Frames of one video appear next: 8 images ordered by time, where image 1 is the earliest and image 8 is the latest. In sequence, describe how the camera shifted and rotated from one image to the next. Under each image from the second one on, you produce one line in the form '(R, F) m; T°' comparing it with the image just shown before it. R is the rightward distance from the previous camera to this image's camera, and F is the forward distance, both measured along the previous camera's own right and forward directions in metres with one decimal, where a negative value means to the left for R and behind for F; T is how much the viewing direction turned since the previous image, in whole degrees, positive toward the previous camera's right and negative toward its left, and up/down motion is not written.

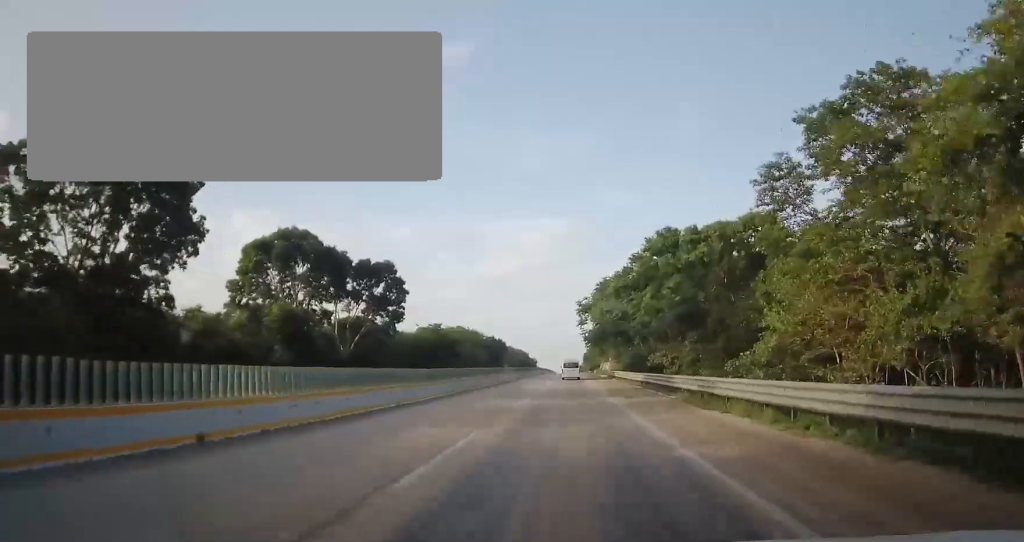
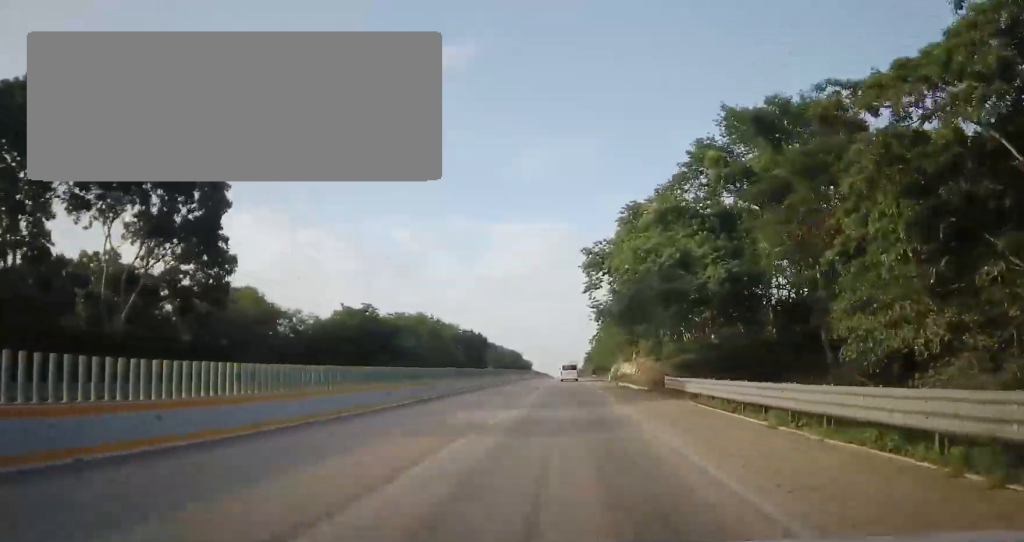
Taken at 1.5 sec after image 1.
(+0.3, +38.0) m; +1°
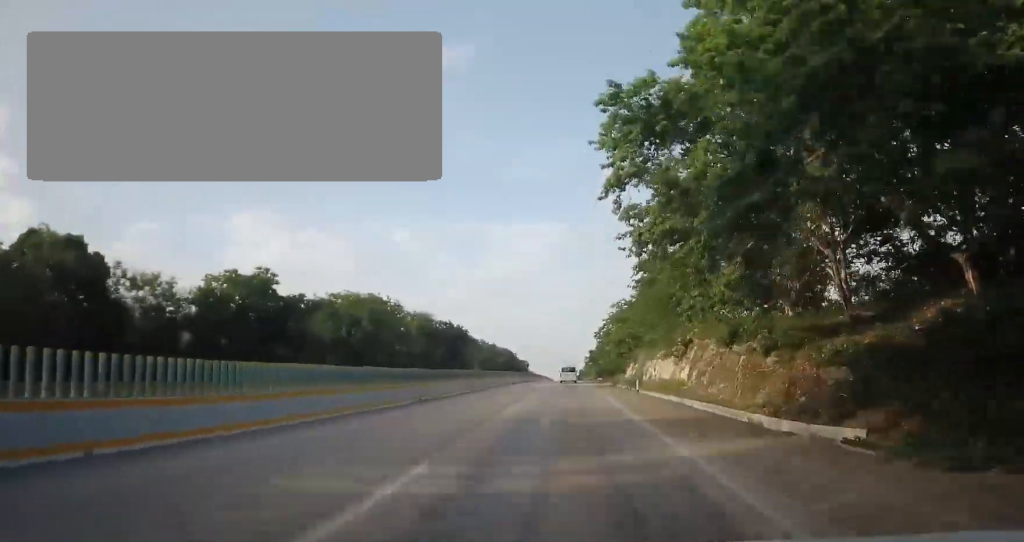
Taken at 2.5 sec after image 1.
(-0.1, +26.1) m; -1°
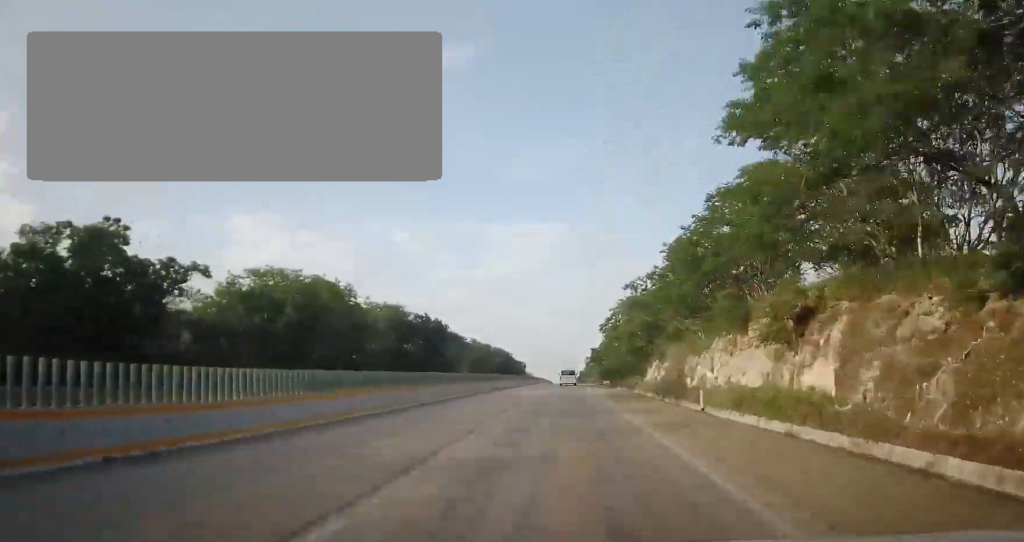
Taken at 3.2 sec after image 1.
(-0.2, +18.2) m; 0°
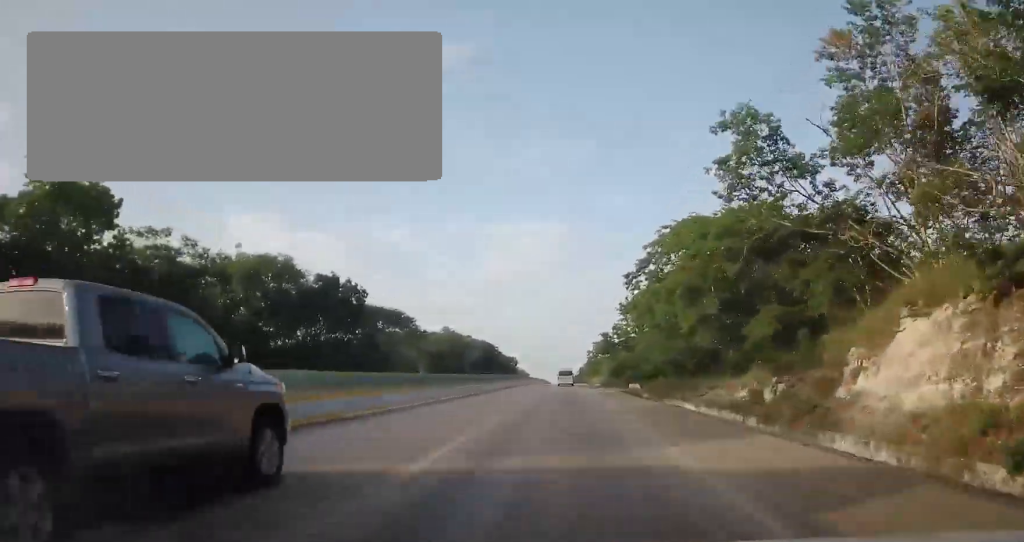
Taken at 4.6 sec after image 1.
(+0.4, +38.0) m; +1°
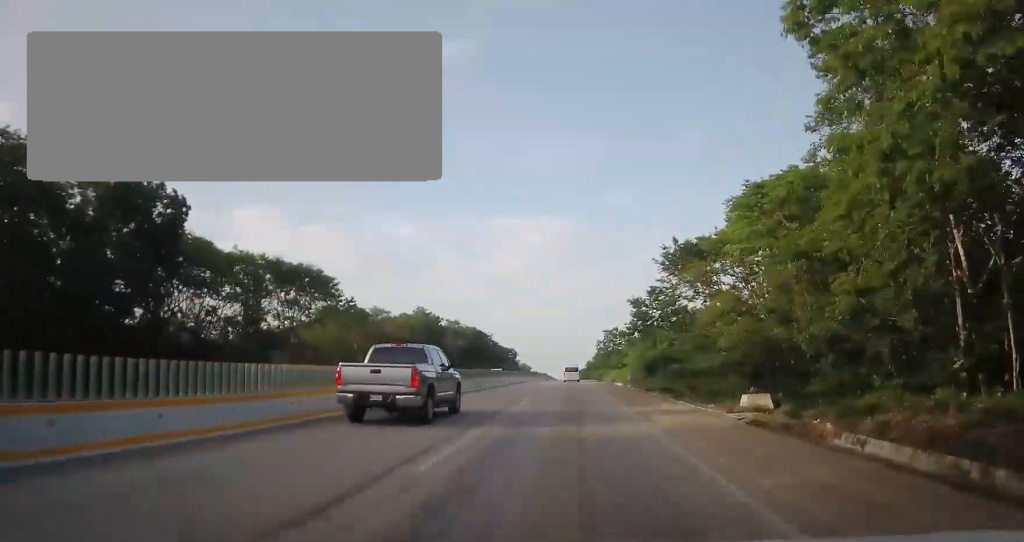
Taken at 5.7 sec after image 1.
(-0.2, +29.8) m; 0°
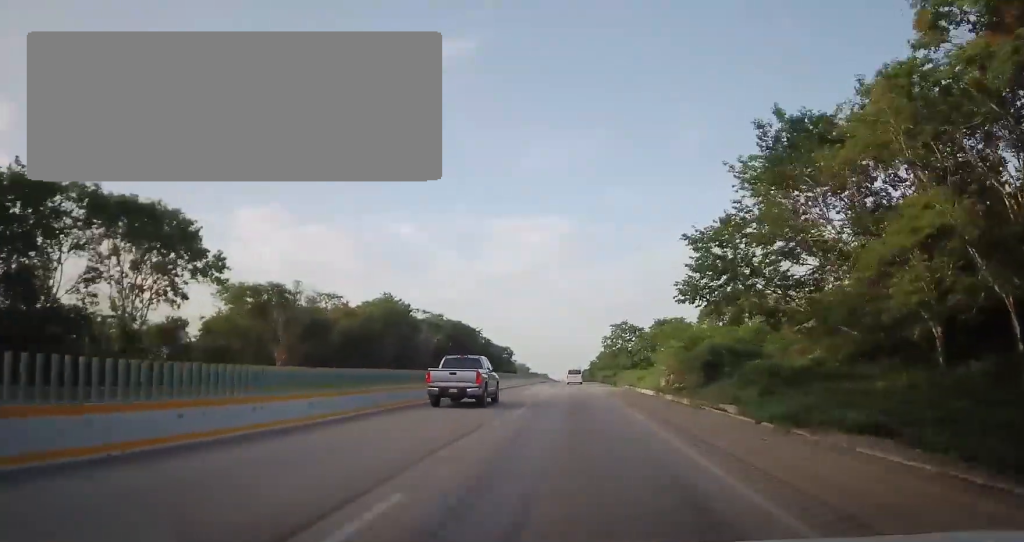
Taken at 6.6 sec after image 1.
(+0.2, +21.5) m; -1°
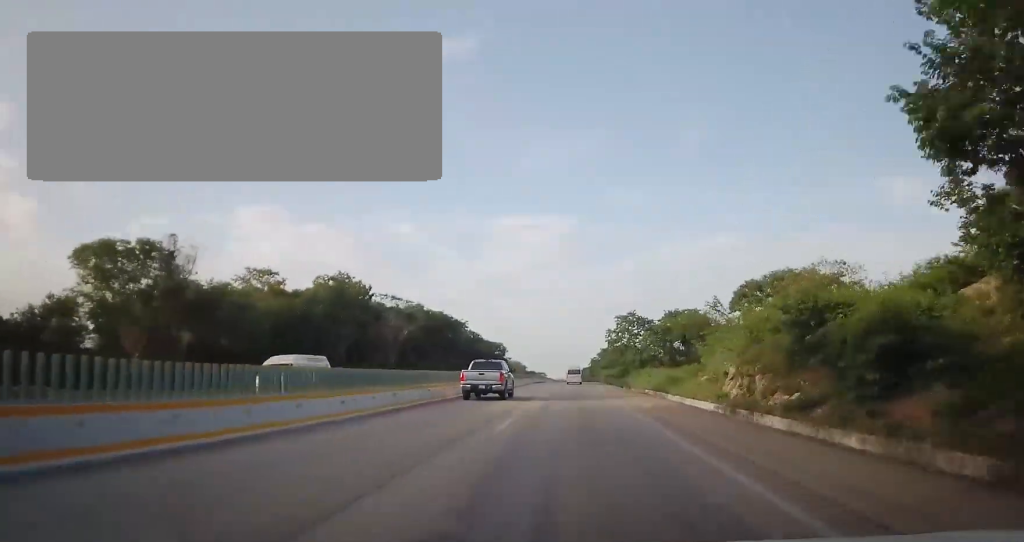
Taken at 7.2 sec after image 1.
(-0.1, +17.6) m; 0°
